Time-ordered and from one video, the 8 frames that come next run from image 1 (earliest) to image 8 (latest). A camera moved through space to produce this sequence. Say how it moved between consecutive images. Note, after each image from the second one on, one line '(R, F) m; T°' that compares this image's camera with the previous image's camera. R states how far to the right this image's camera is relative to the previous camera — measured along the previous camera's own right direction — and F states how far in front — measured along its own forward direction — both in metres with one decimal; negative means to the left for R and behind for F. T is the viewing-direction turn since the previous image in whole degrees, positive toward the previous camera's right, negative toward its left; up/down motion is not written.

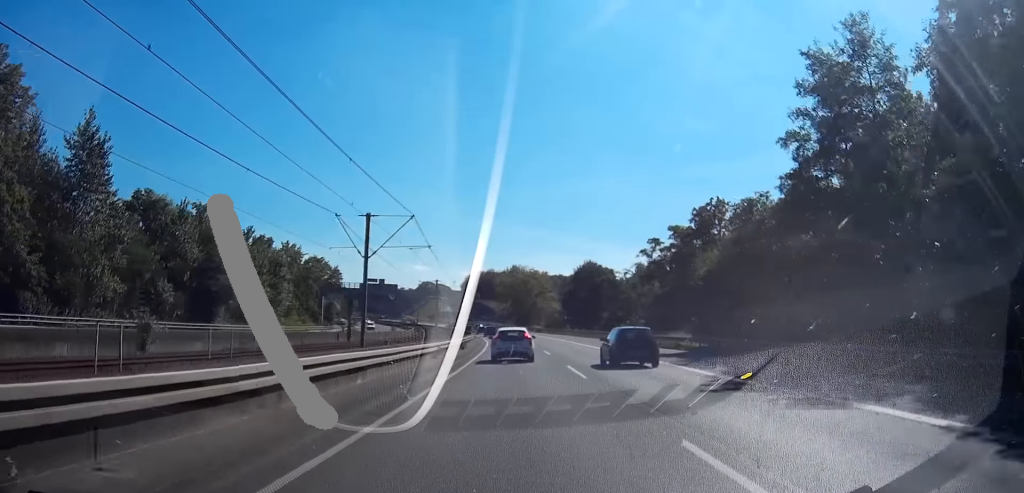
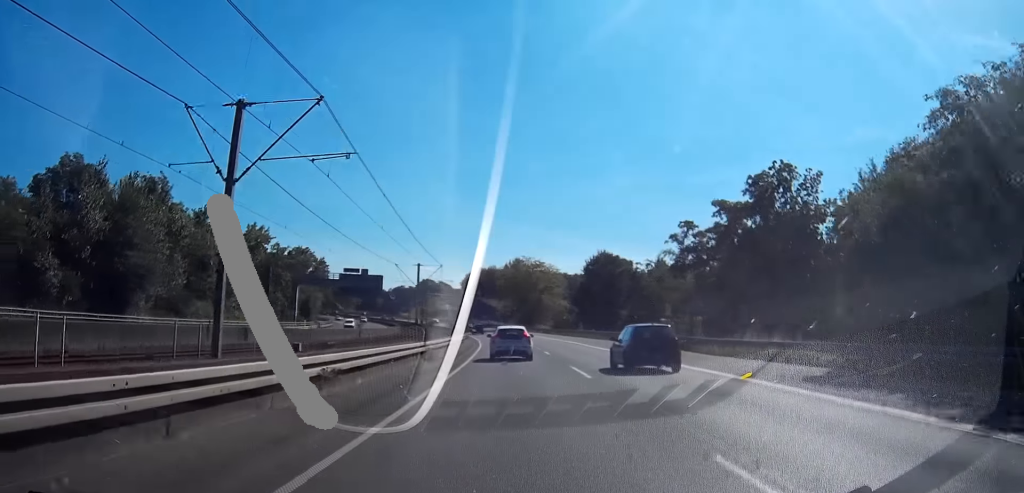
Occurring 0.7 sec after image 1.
(-0.2, +18.9) m; -1°
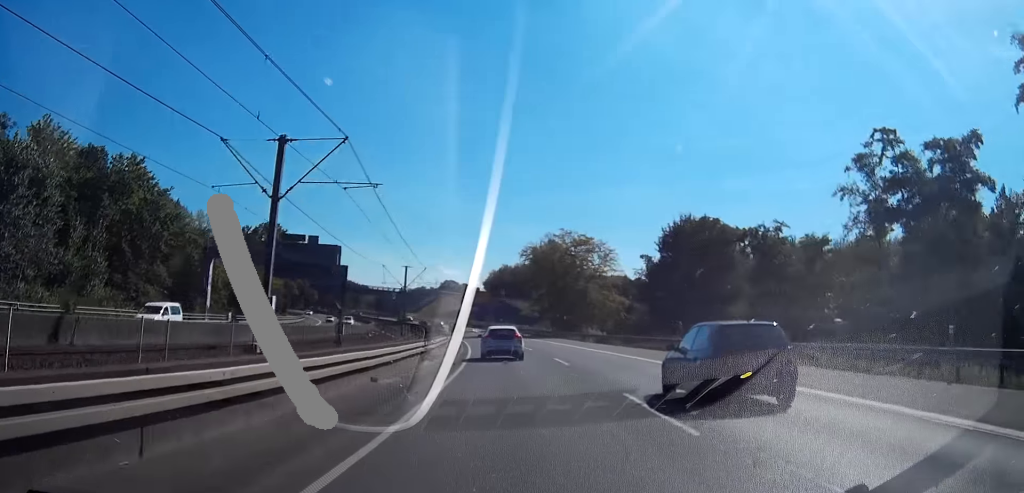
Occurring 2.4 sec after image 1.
(-1.2, +46.6) m; -4°
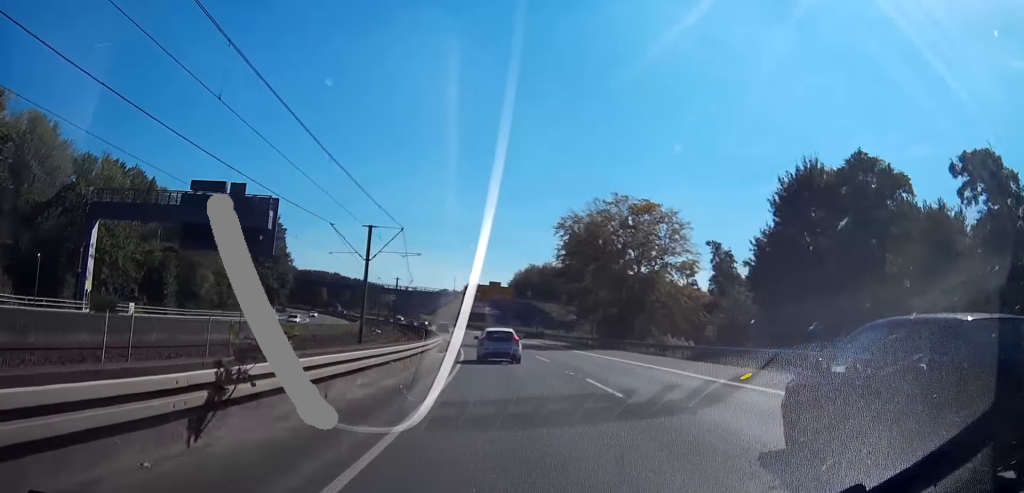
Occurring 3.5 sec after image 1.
(-0.8, +29.2) m; -4°
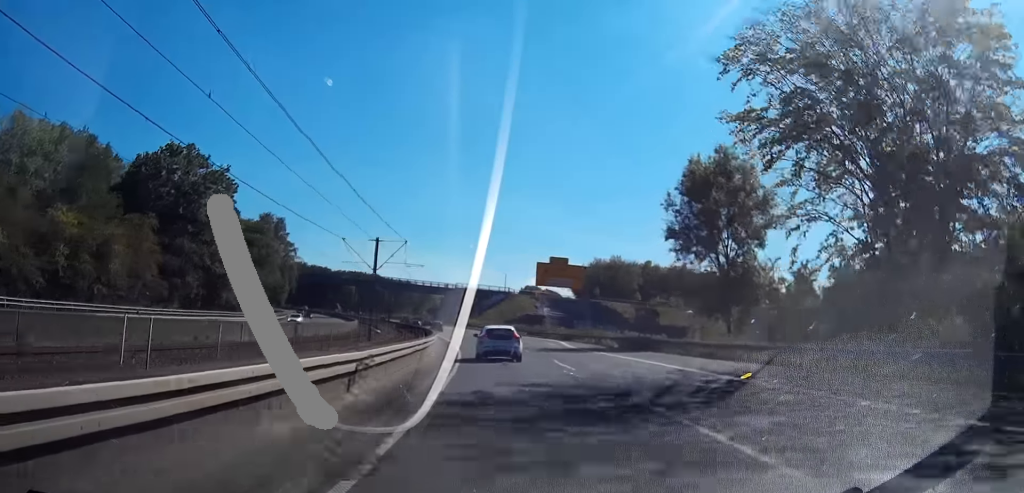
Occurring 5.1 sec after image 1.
(-2.2, +43.4) m; -5°
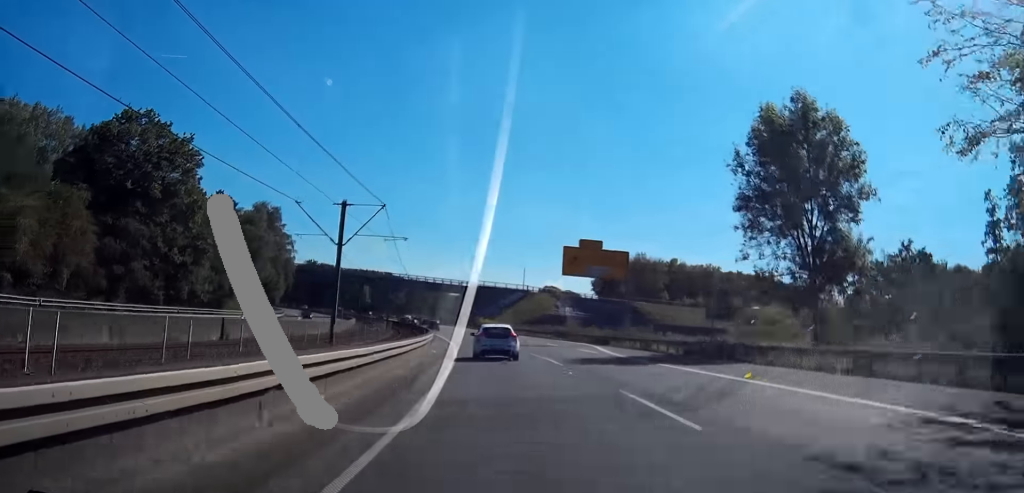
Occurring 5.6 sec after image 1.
(0.0, +14.3) m; -1°
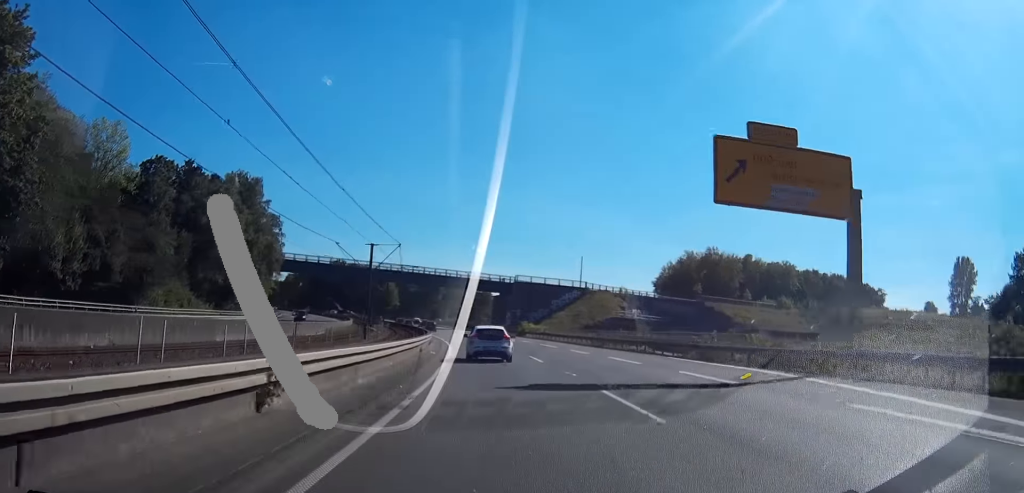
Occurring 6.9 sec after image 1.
(-0.8, +34.7) m; -4°
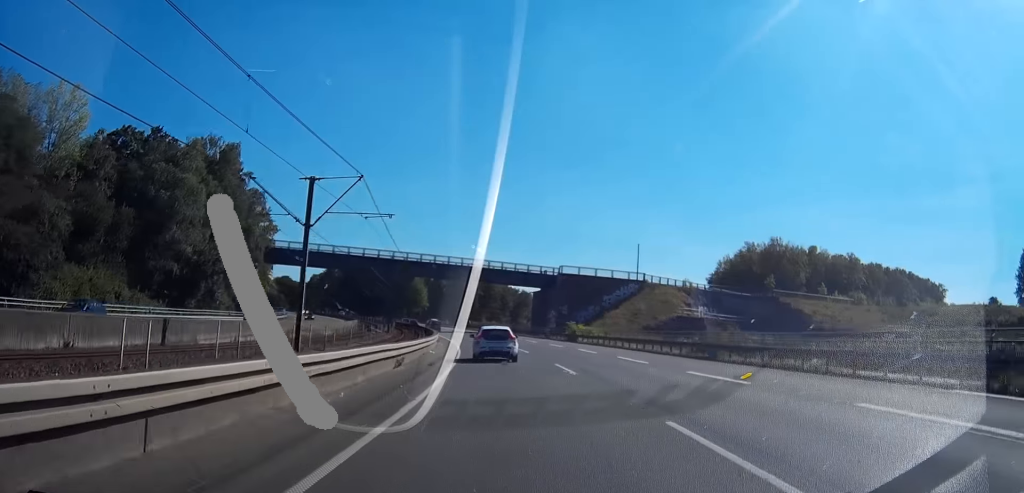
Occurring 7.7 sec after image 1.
(-0.7, +23.8) m; -3°
